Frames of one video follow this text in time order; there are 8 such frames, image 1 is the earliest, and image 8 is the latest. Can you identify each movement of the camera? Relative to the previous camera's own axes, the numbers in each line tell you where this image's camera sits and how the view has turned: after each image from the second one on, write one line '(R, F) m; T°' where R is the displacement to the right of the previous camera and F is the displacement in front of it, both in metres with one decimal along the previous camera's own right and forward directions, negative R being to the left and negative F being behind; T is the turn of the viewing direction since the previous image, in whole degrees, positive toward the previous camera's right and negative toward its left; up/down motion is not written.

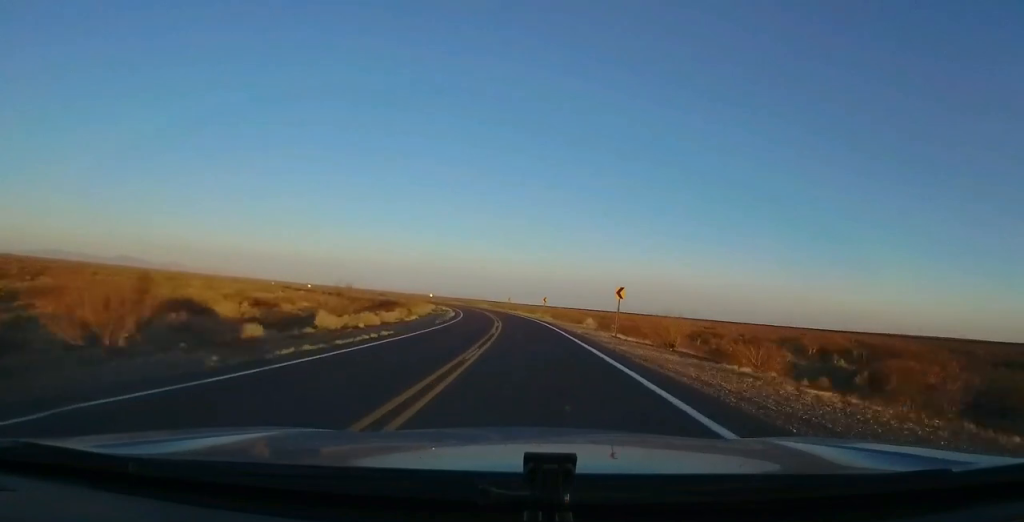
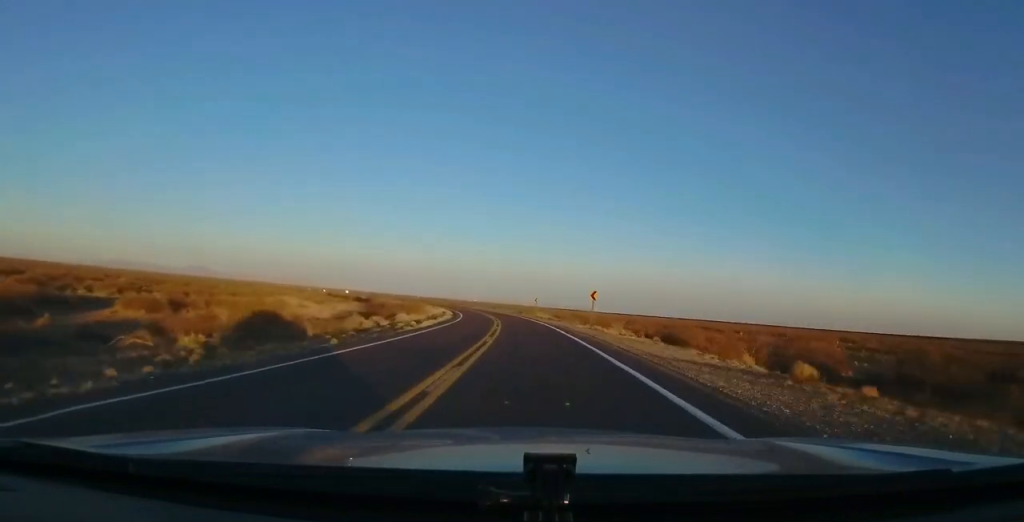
(-4.7, +66.9) m; -9°
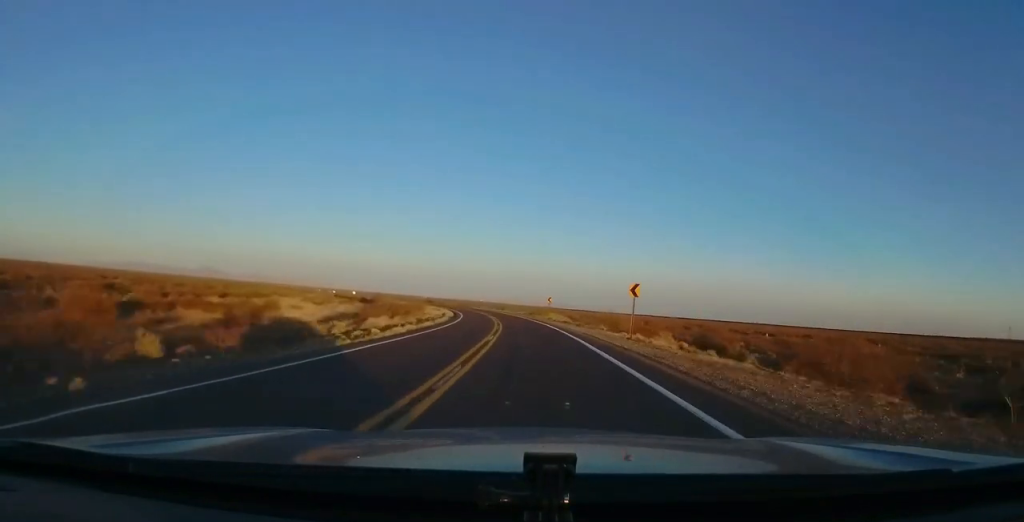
(-0.2, +11.8) m; -2°
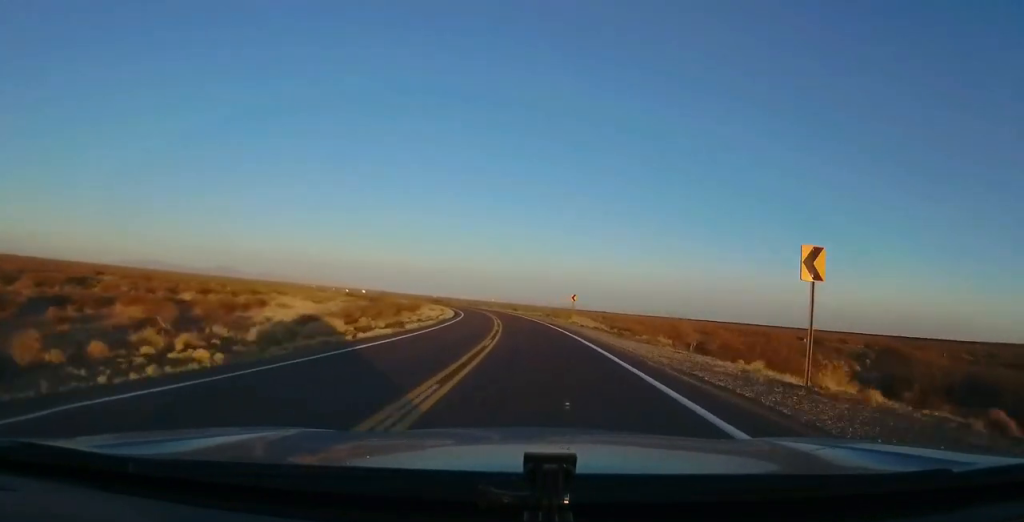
(-0.4, +15.8) m; -2°
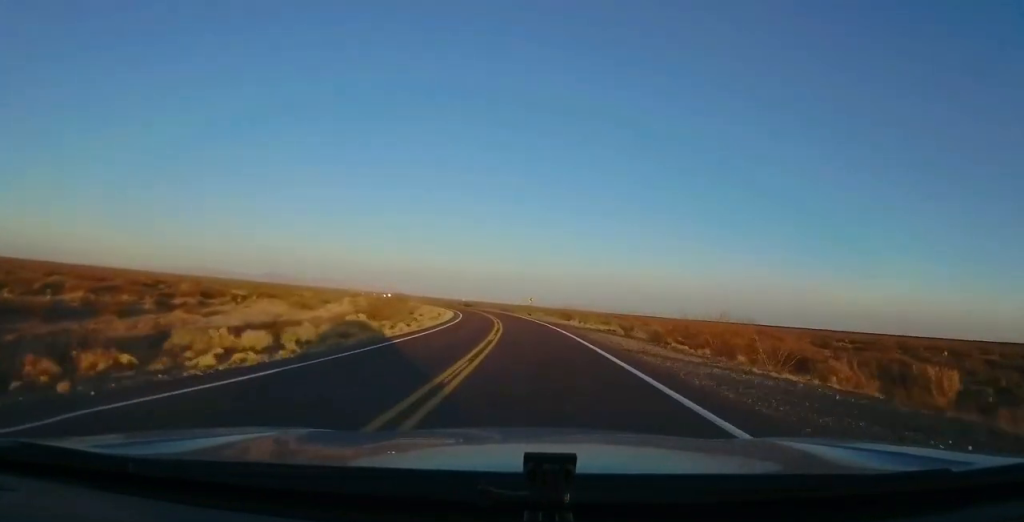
(-1.6, +46.2) m; -4°
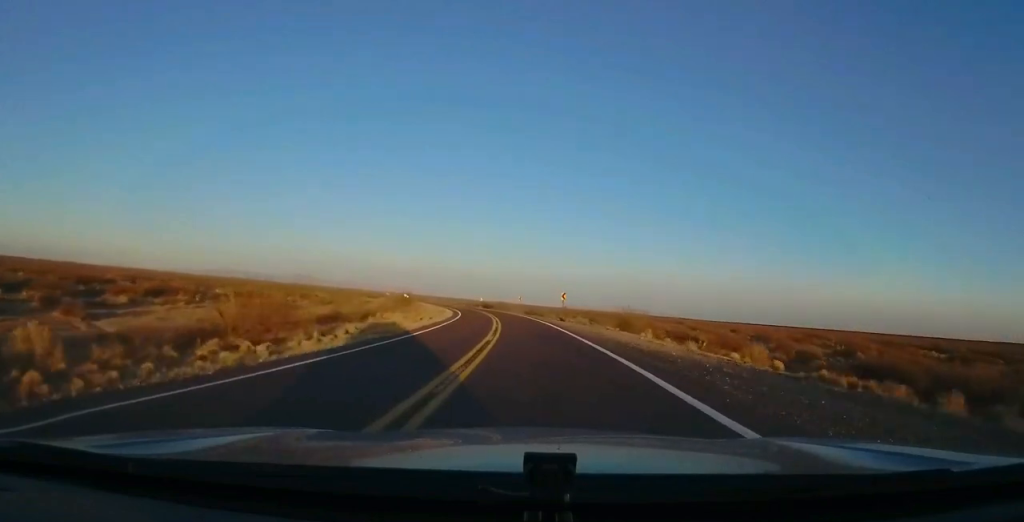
(-0.5, +26.6) m; -3°
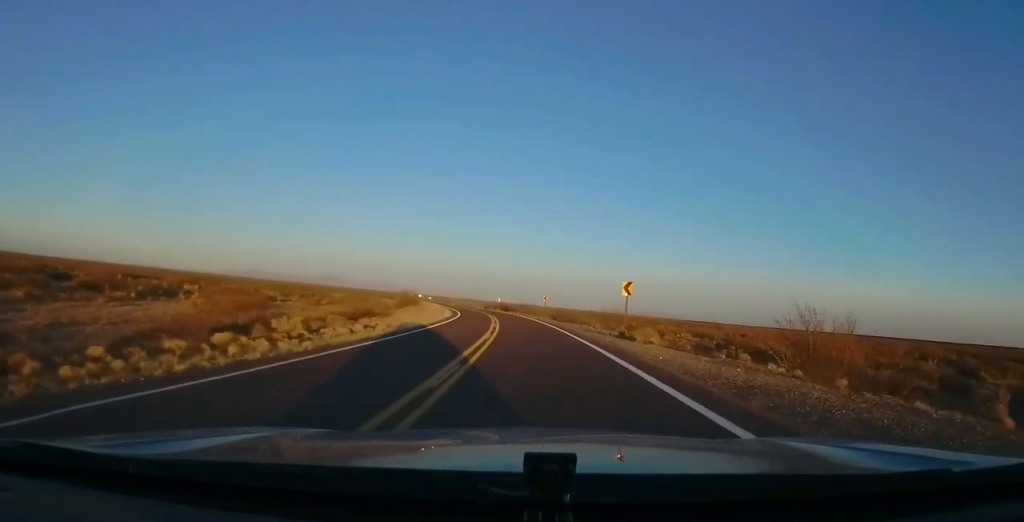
(-0.7, +24.7) m; -4°
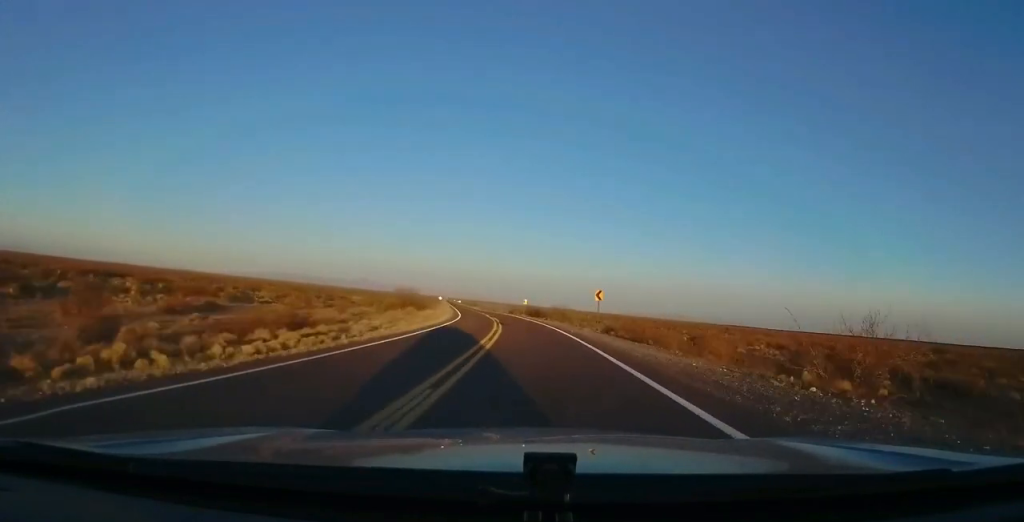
(-0.9, +28.3) m; -4°
